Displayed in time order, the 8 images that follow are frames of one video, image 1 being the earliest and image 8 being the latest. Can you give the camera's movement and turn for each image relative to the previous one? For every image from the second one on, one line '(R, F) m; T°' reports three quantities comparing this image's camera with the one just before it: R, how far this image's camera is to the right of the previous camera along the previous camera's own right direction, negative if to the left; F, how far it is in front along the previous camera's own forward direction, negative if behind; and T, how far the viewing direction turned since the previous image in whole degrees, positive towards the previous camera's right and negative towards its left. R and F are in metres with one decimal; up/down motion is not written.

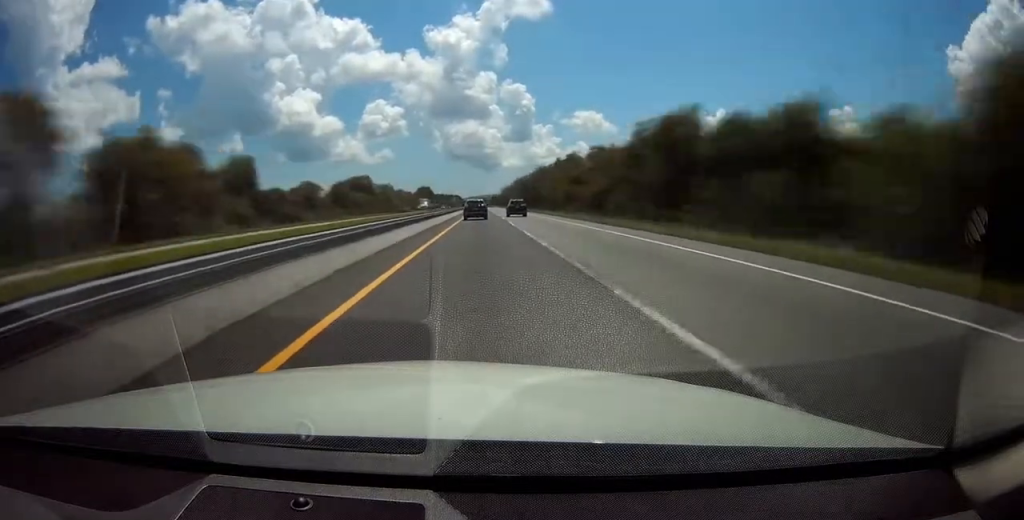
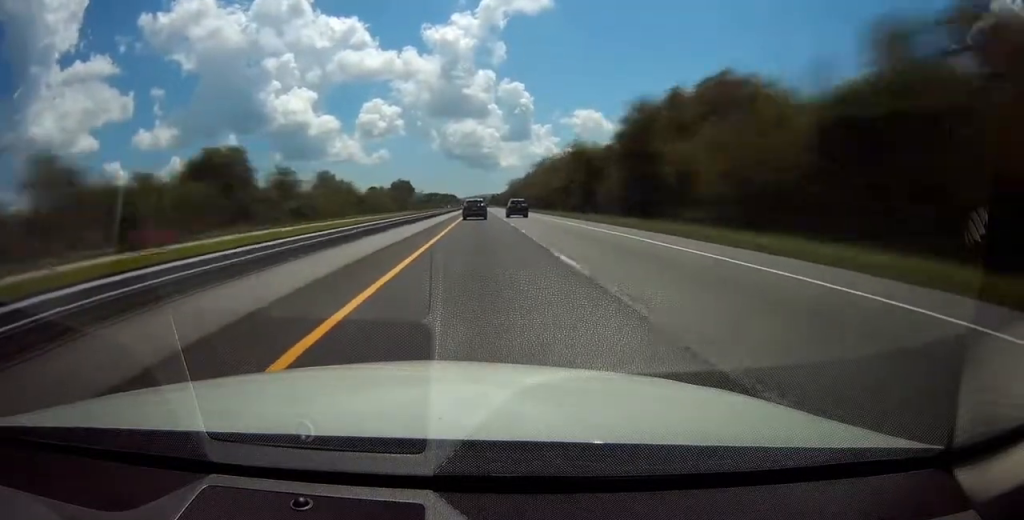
(-0.5, +101.5) m; 0°
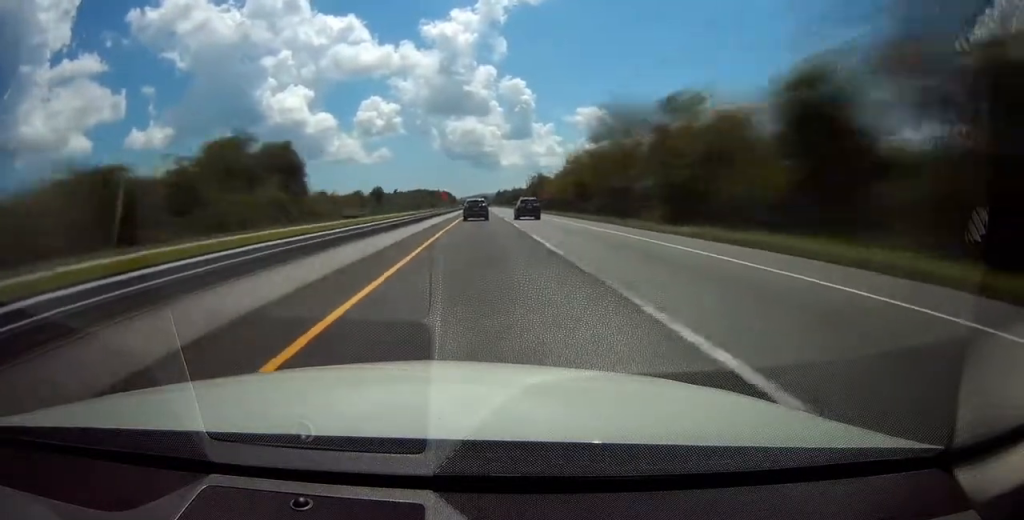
(+0.4, +186.3) m; 0°
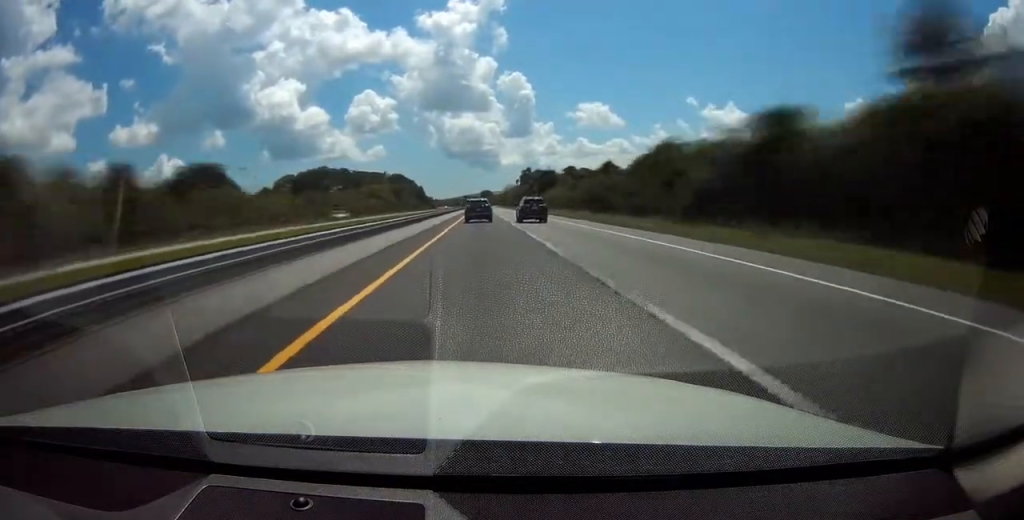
(-0.6, +376.7) m; 0°
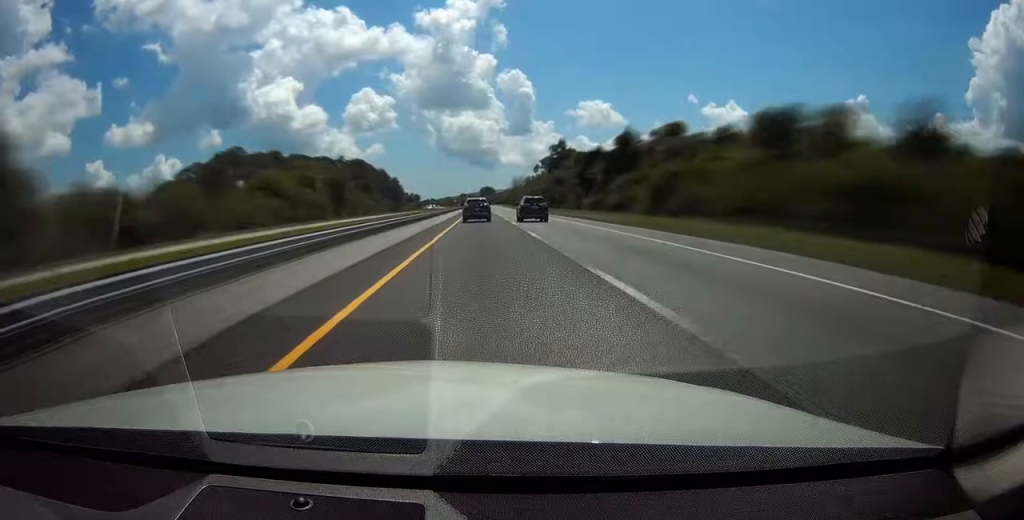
(+0.3, +92.3) m; 0°
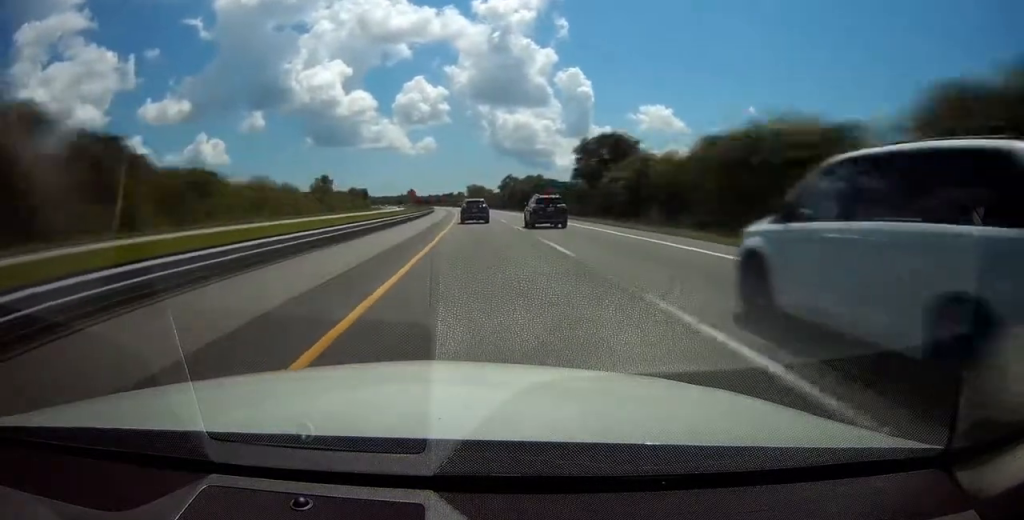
(-16.8, +357.2) m; -8°
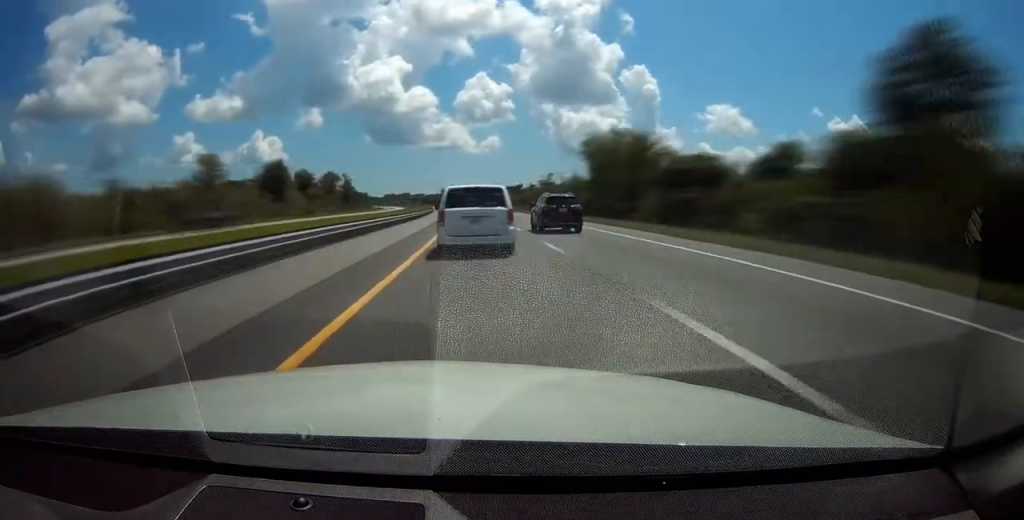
(-10.3, +193.6) m; -6°
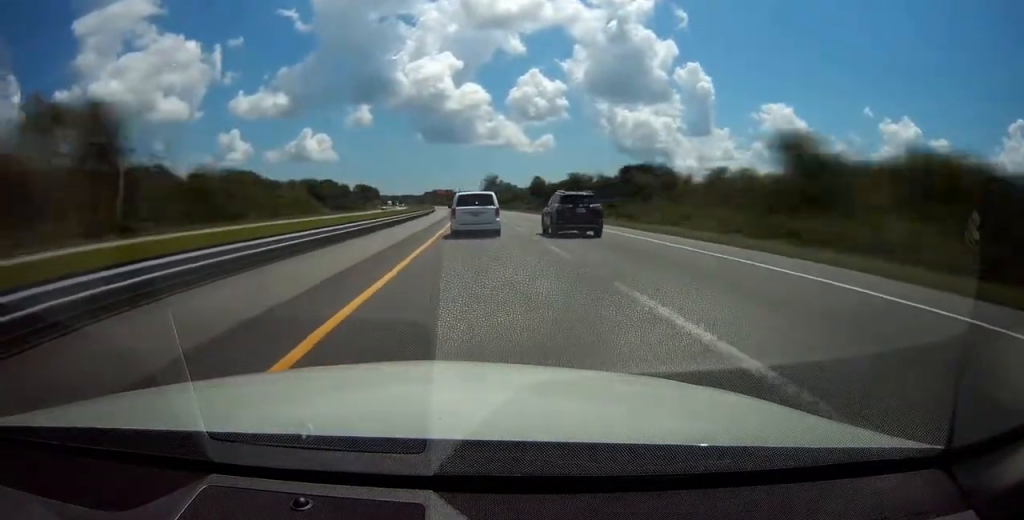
(-6.1, +153.0) m; -5°
